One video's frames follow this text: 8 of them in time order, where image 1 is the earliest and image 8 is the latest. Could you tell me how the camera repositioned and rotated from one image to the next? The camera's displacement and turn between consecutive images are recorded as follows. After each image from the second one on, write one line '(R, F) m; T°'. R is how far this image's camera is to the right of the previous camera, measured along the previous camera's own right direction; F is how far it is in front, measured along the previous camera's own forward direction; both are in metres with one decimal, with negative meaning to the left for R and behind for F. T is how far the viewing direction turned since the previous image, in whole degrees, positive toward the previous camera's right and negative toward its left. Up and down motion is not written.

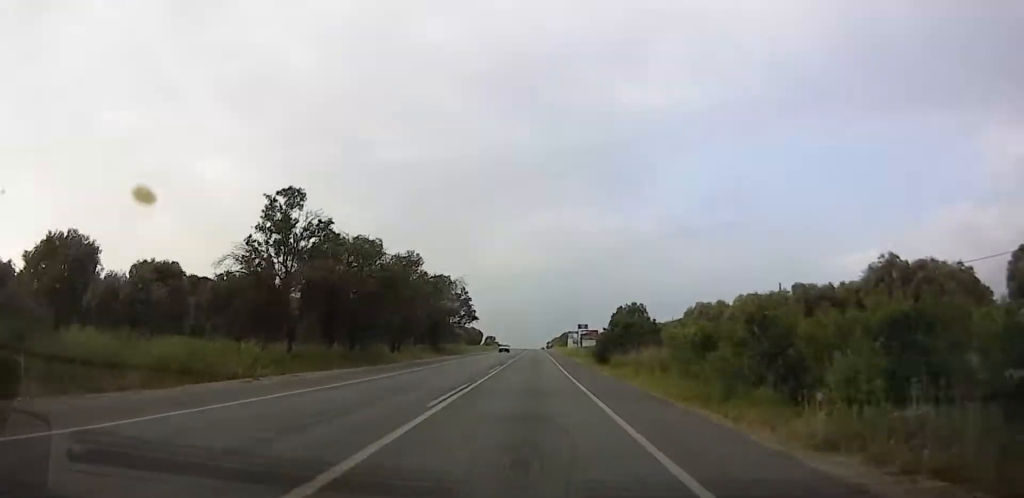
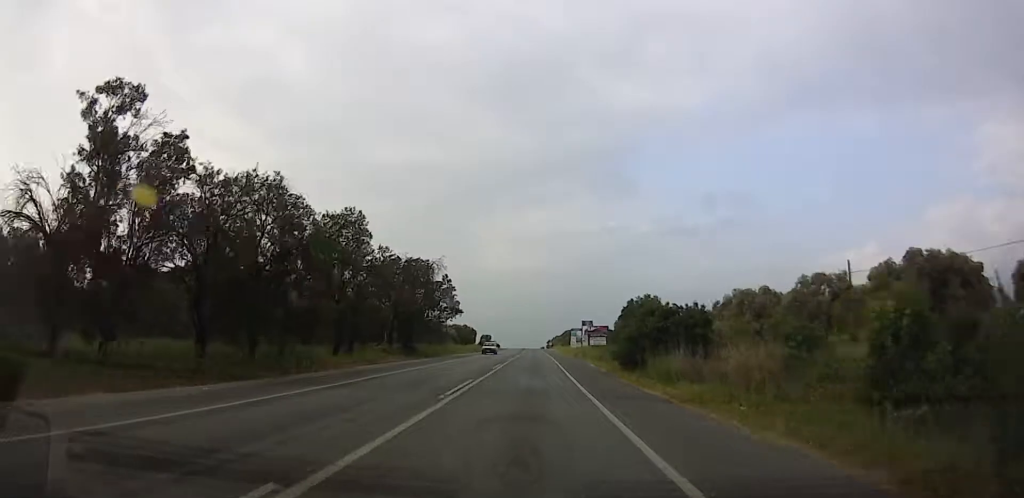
(0.0, +13.1) m; 0°
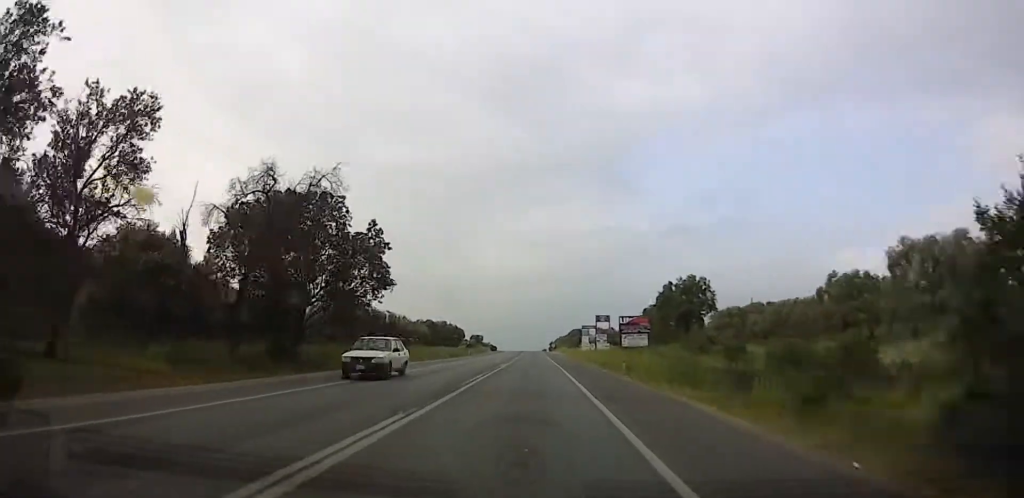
(0.0, +26.0) m; 0°
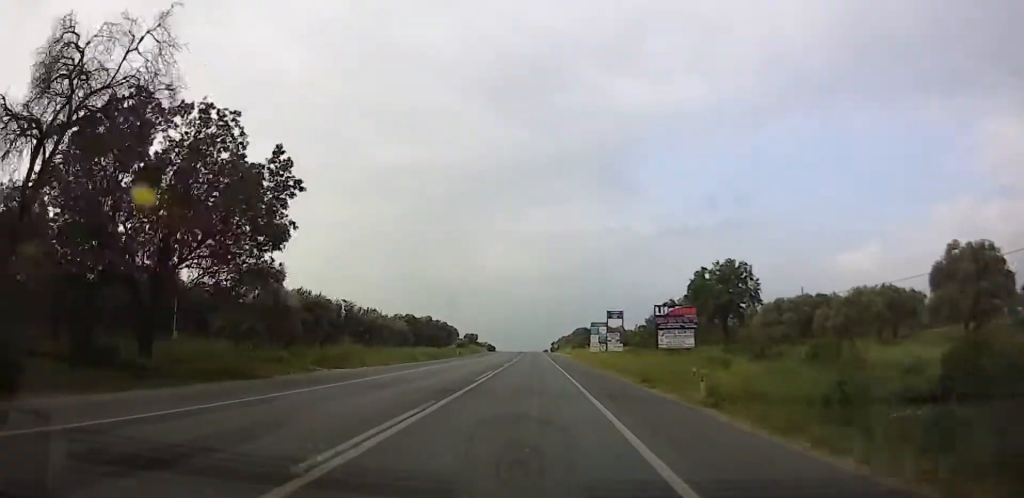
(0.0, +12.8) m; 0°
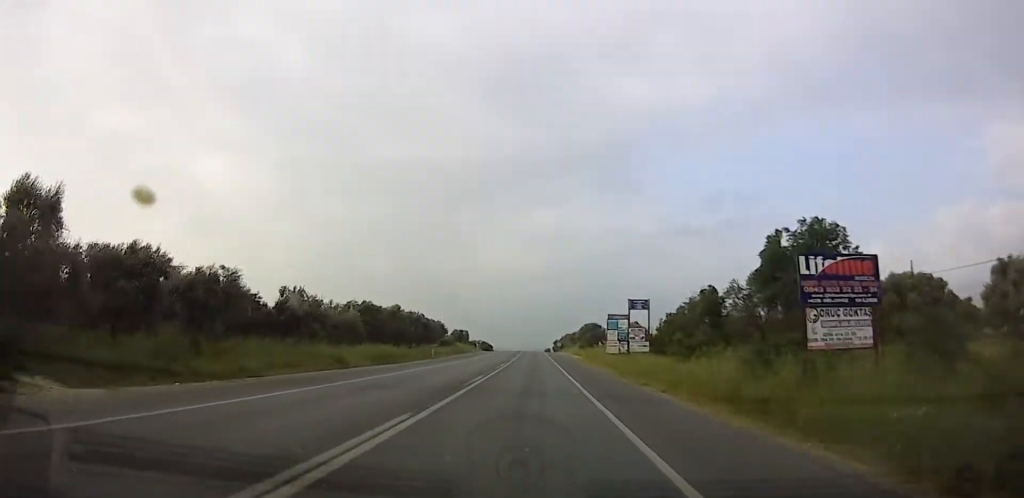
(0.0, +17.2) m; 0°
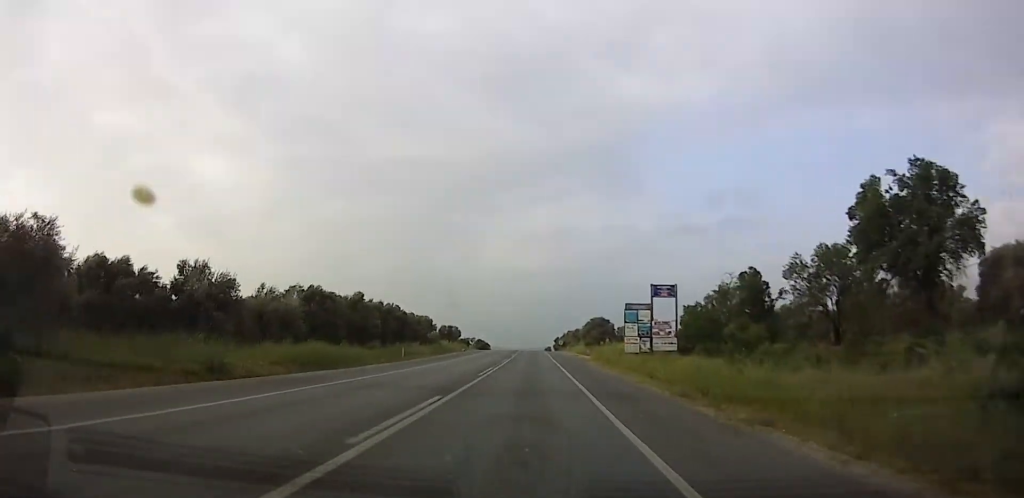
(0.0, +11.9) m; 0°
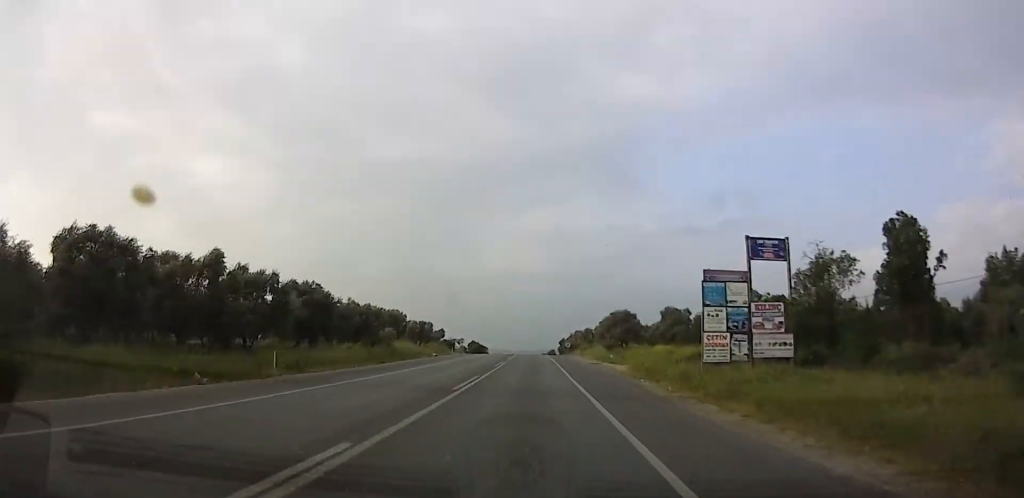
(-0.1, +21.3) m; -1°
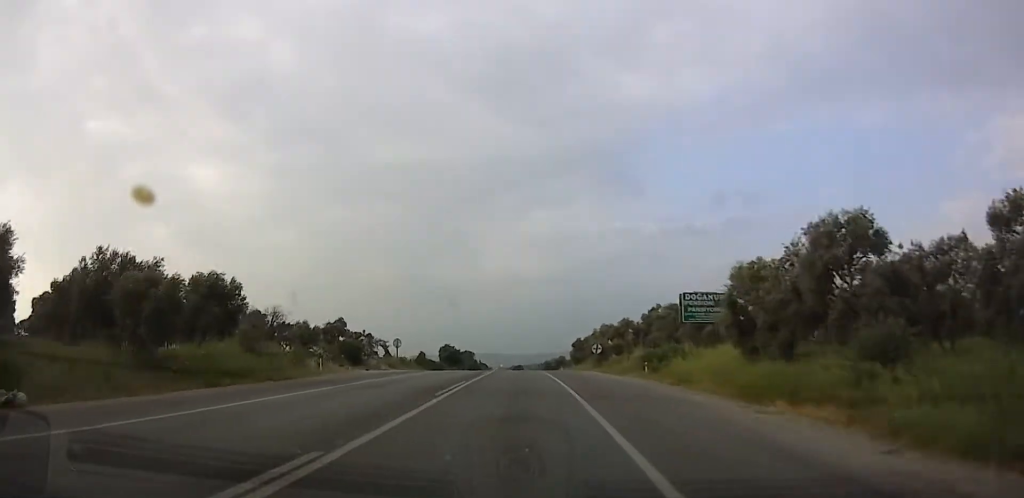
(-0.3, +45.8) m; 0°
